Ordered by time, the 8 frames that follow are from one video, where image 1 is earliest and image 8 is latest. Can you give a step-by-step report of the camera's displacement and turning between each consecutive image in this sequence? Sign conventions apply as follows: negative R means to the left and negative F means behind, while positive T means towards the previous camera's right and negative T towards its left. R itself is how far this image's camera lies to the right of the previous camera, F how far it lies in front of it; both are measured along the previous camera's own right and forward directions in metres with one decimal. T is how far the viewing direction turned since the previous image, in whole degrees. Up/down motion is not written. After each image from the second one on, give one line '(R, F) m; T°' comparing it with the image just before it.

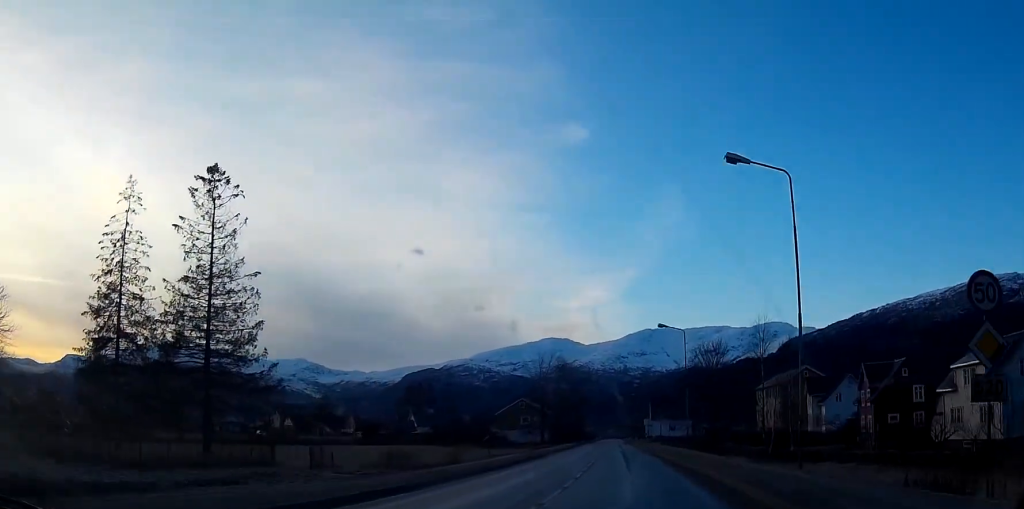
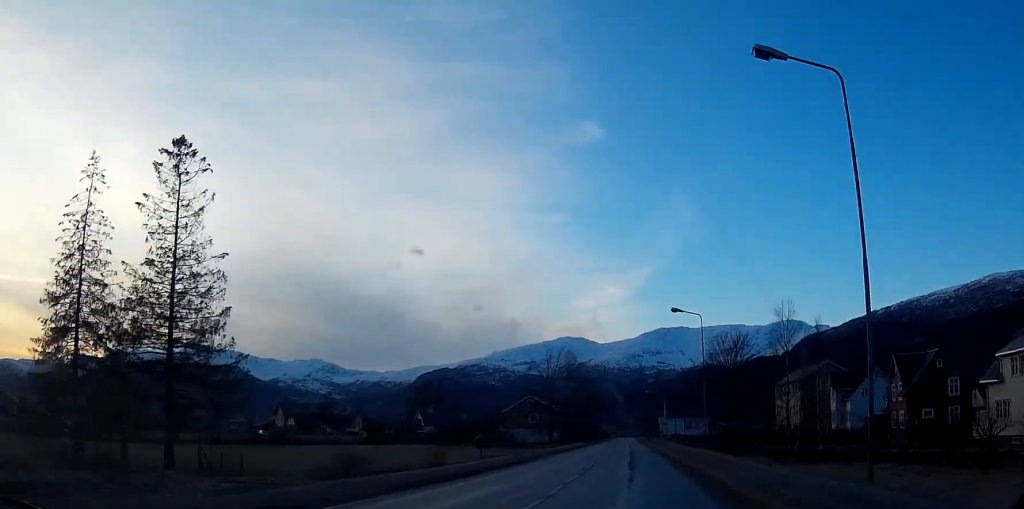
(-0.2, +6.7) m; -1°
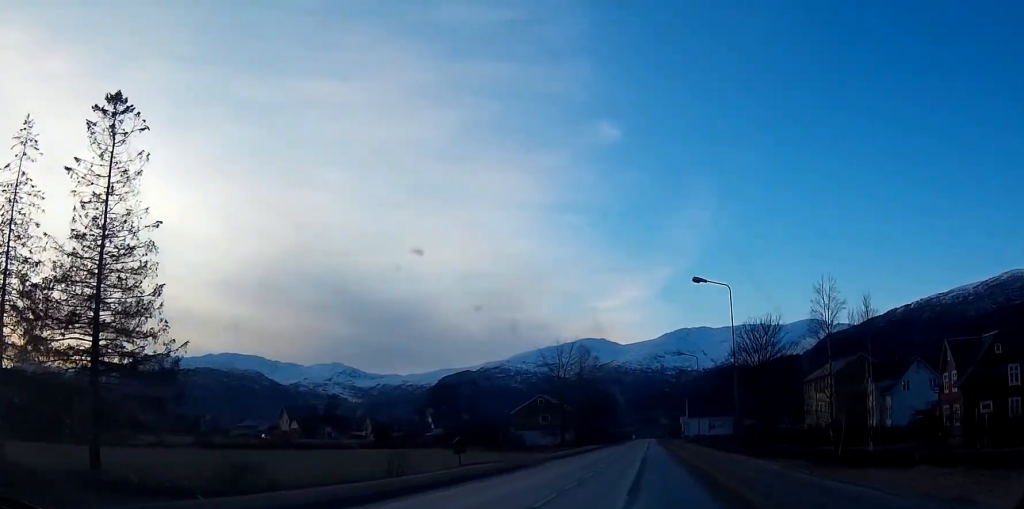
(-0.2, +9.9) m; -1°
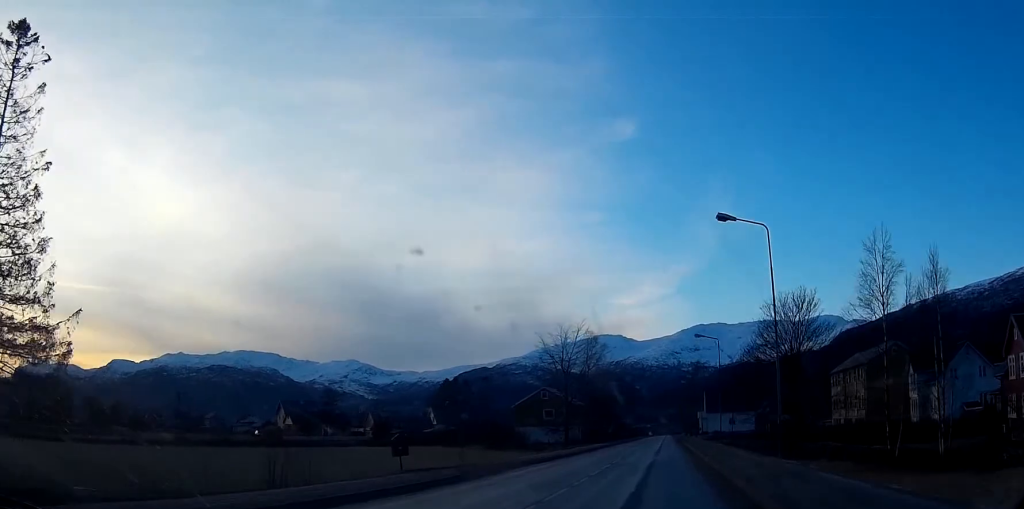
(0.0, +11.4) m; 0°
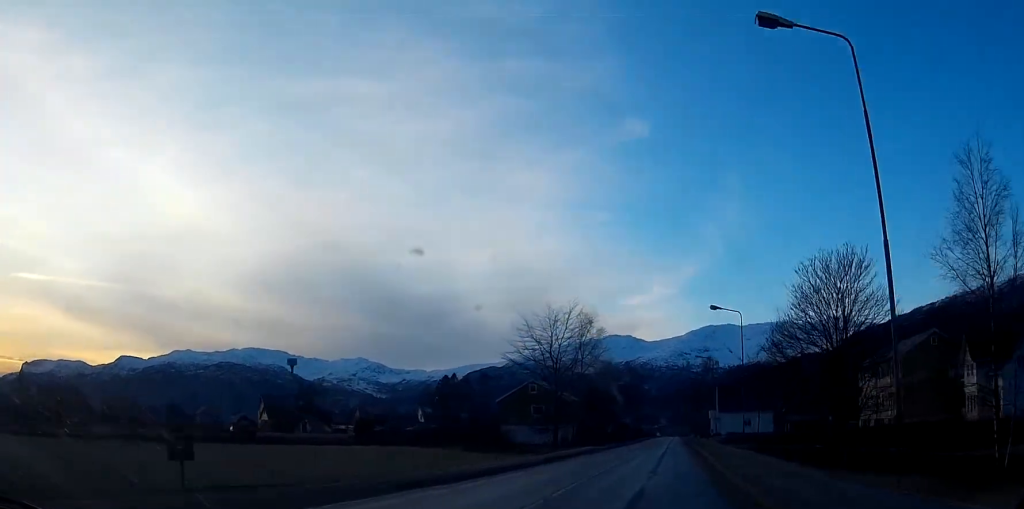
(0.0, +15.0) m; -1°
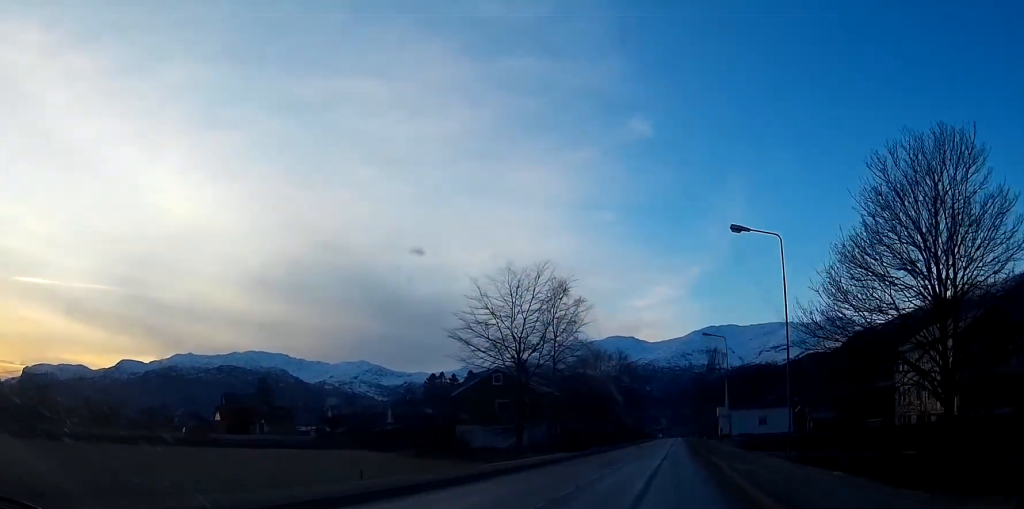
(-0.4, +19.4) m; -1°
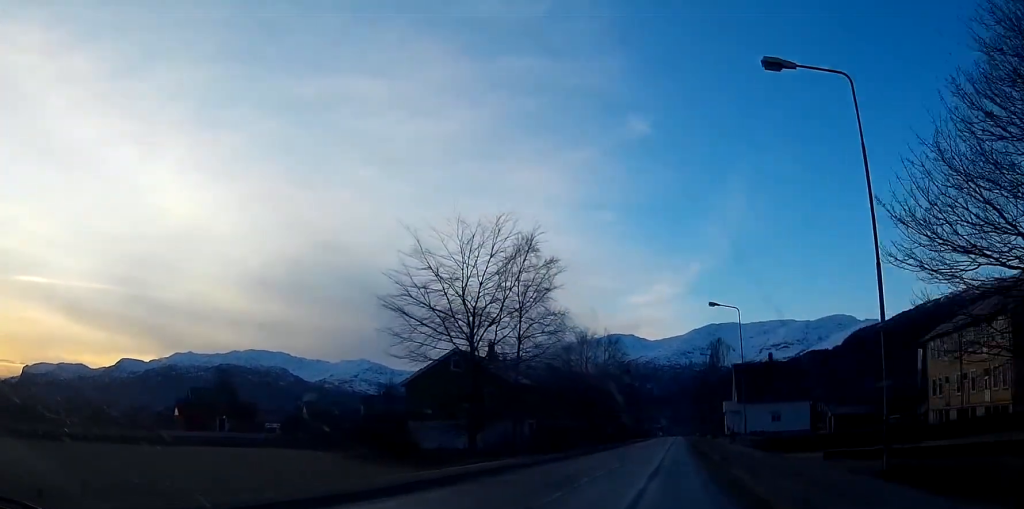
(+0.1, +14.0) m; 0°
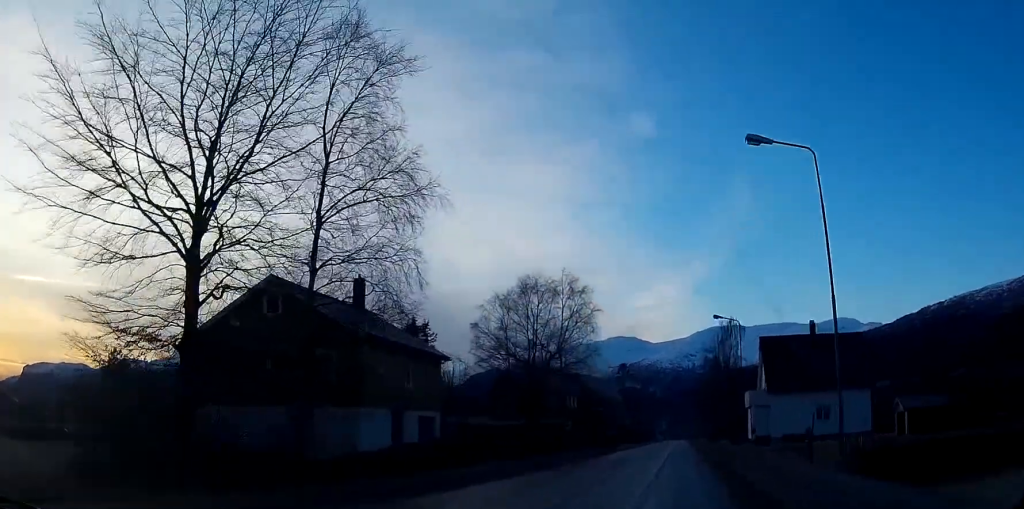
(-0.1, +29.0) m; 0°
